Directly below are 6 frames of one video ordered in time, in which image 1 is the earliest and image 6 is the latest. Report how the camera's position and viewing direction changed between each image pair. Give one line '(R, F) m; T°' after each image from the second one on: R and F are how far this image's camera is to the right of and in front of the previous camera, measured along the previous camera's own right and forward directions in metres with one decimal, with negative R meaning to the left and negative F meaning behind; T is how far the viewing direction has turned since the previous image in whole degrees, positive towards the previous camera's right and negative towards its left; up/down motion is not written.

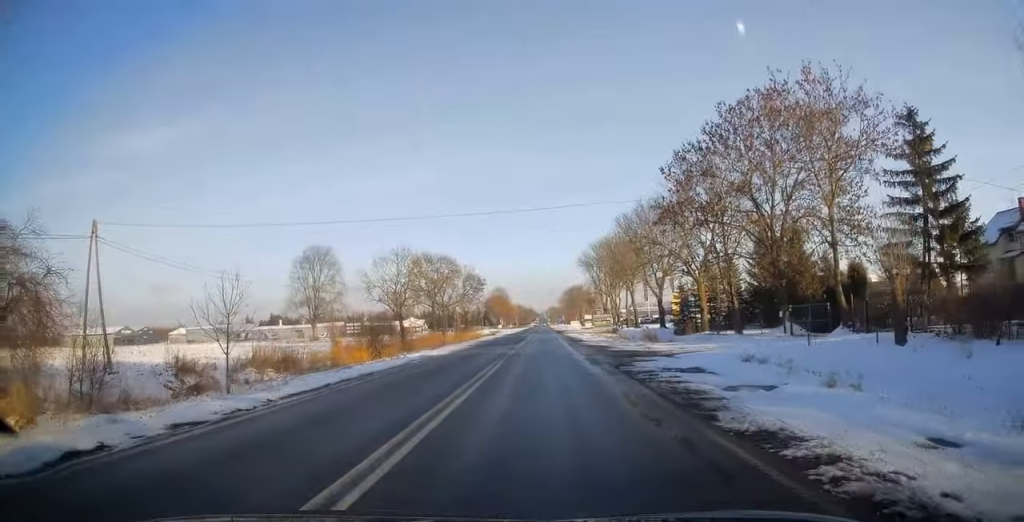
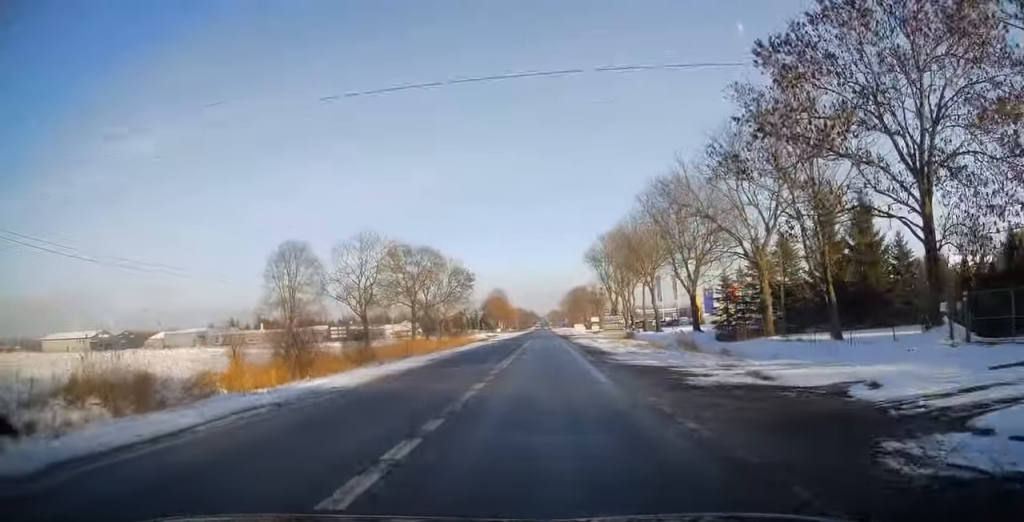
(0.0, +17.2) m; 0°
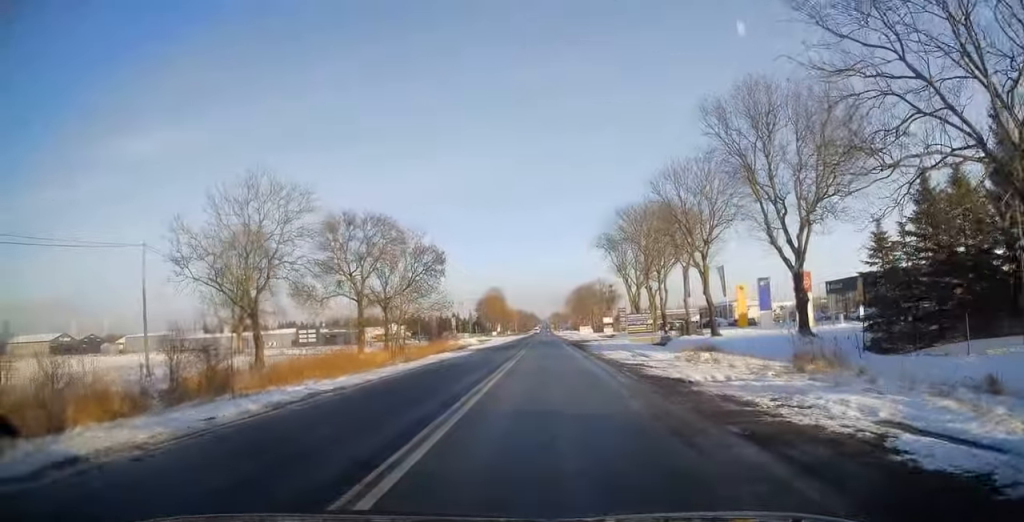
(0.0, +26.5) m; +1°
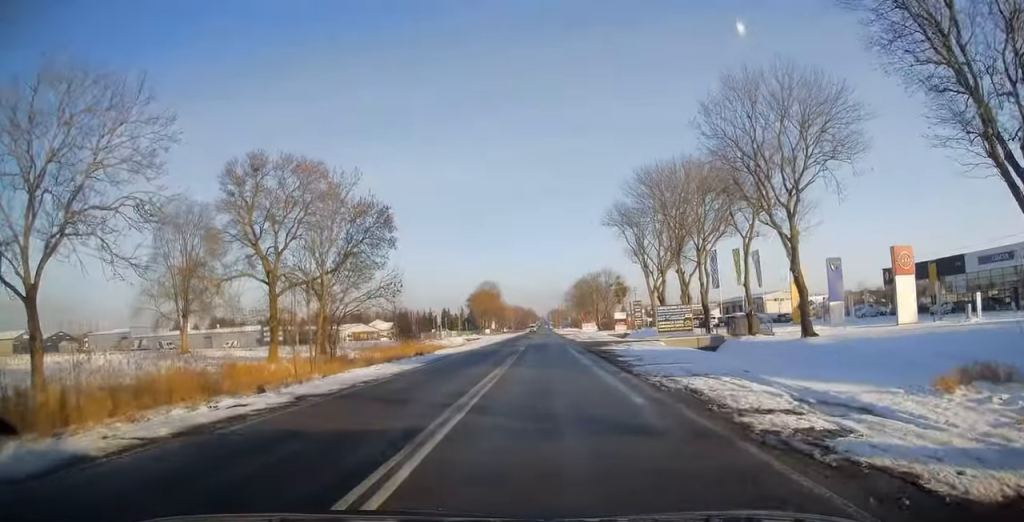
(+0.4, +20.6) m; +1°
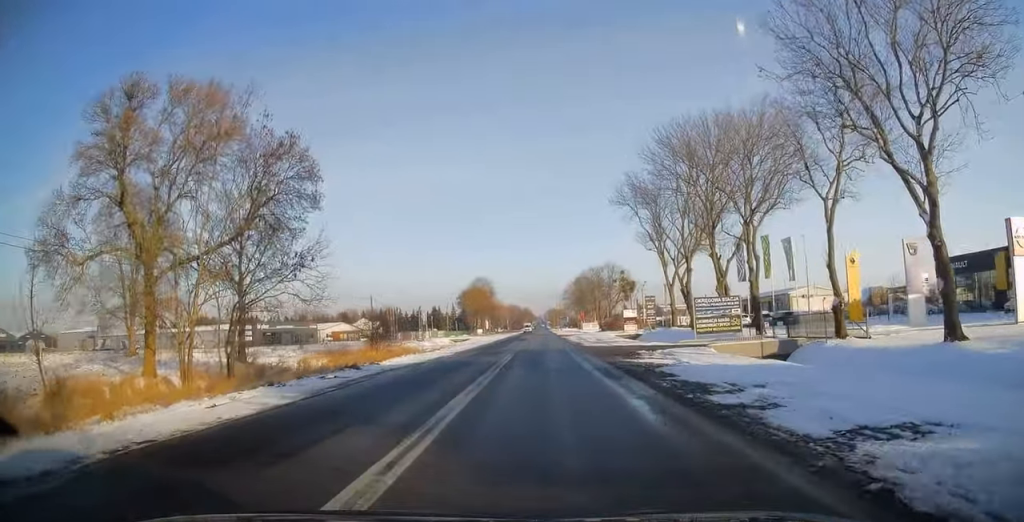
(0.0, +14.4) m; -1°
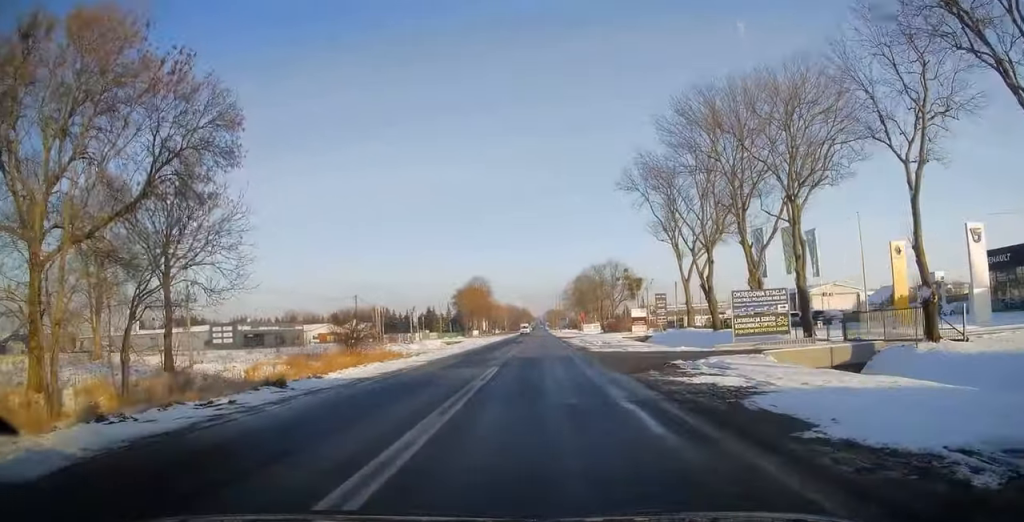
(-0.1, +8.3) m; -1°
